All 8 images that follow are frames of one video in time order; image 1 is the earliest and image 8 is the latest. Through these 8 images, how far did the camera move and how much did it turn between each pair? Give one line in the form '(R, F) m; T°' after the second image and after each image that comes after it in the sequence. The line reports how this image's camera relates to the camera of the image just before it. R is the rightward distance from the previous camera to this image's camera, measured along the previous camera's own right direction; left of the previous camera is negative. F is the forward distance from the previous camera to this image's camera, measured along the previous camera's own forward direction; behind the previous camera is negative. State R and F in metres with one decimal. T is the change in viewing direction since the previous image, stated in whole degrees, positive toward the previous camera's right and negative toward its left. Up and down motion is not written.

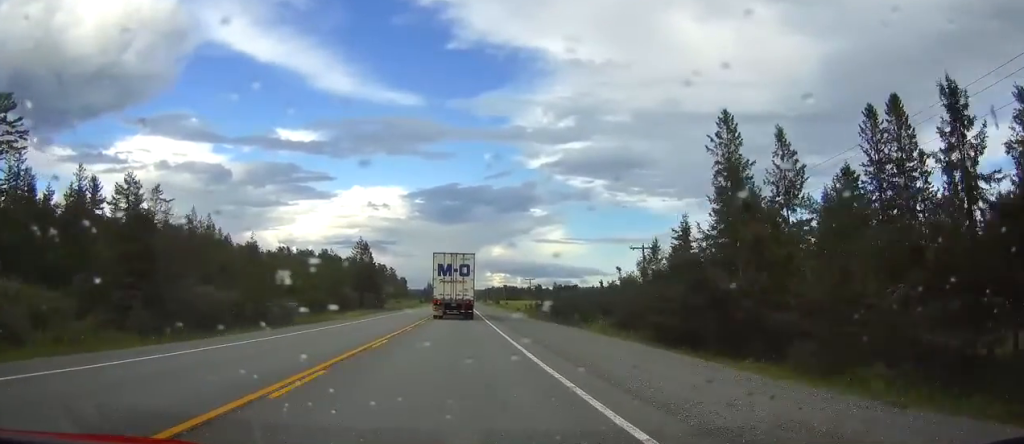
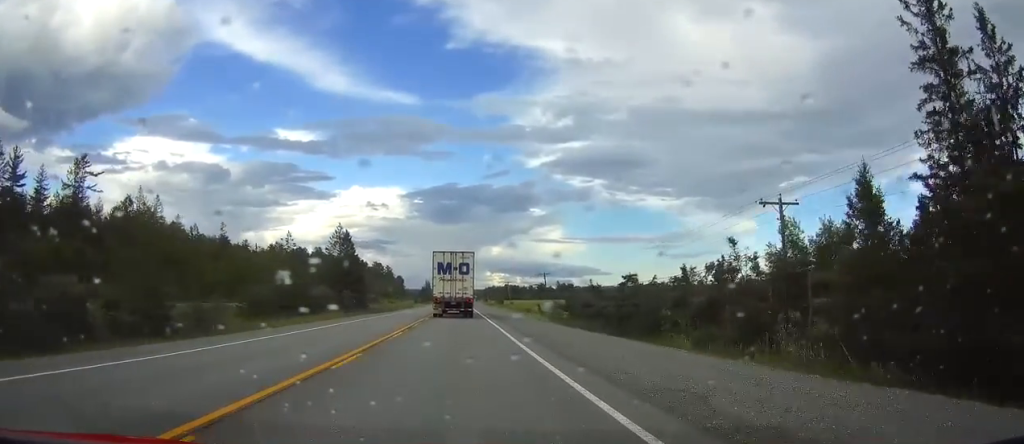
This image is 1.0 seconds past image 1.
(0.0, +24.6) m; 0°
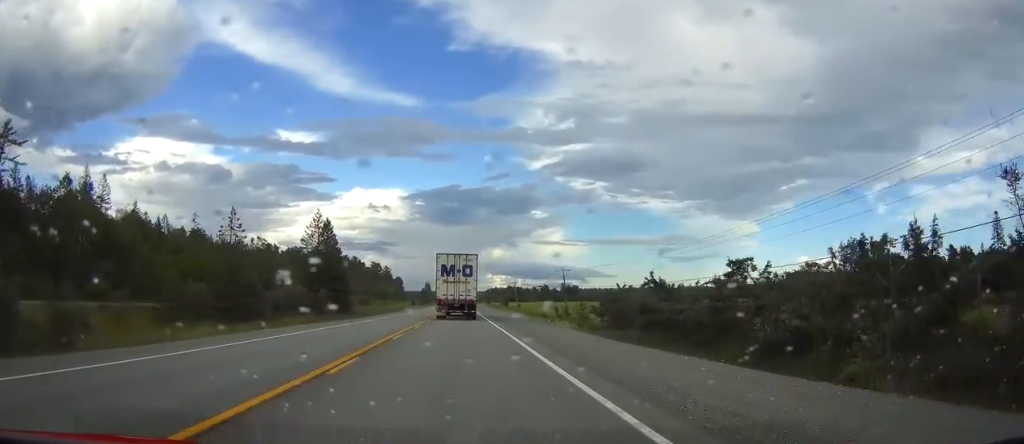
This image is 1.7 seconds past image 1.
(0.0, +19.5) m; 0°
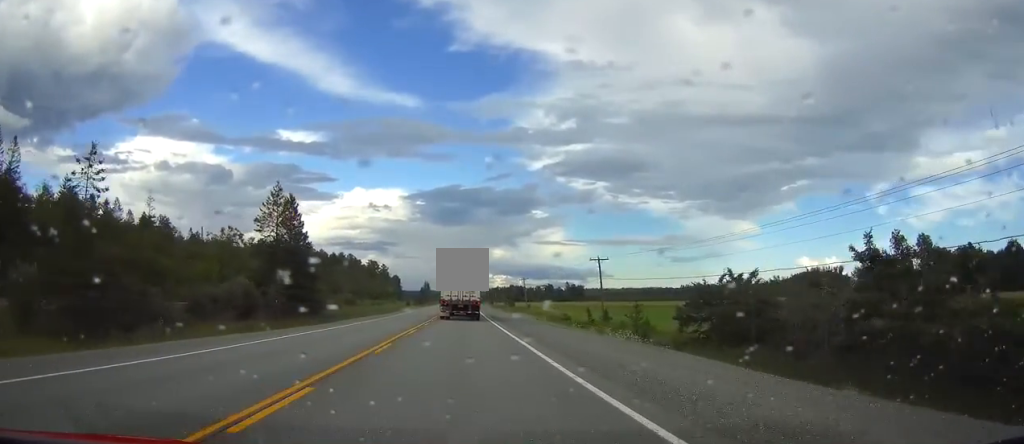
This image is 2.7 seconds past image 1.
(0.0, +23.8) m; 0°
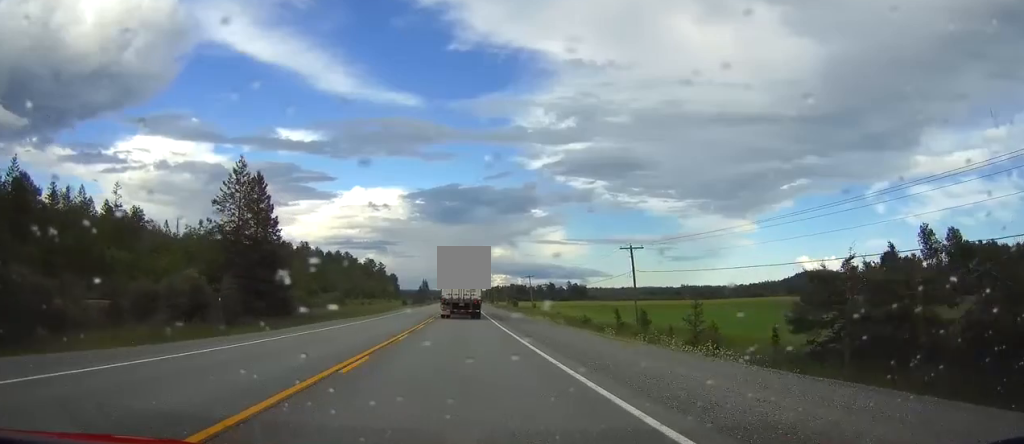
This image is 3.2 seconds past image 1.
(0.0, +13.7) m; 0°
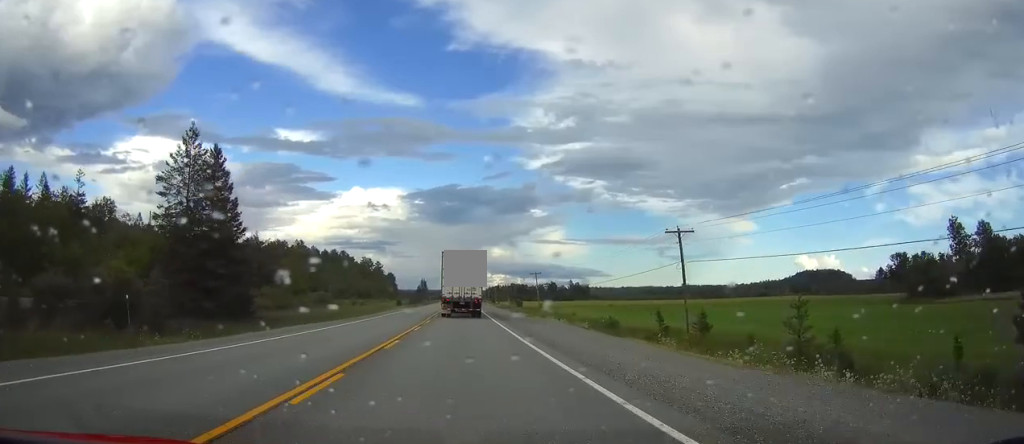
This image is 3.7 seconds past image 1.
(0.0, +12.8) m; 0°
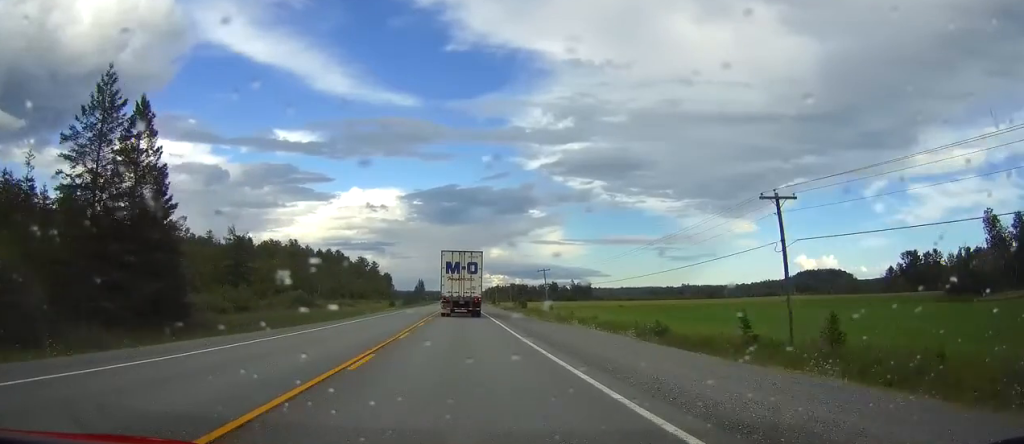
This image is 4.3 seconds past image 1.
(0.0, +14.6) m; 0°
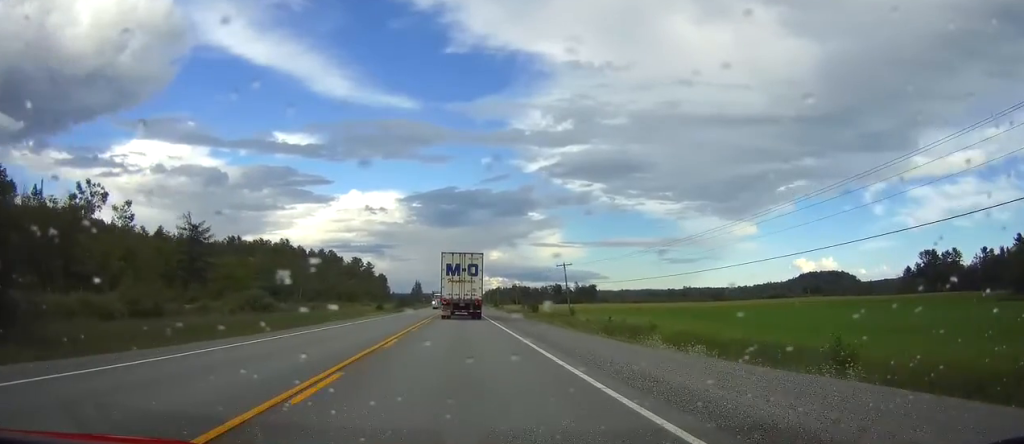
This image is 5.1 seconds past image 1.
(0.0, +22.4) m; 0°
